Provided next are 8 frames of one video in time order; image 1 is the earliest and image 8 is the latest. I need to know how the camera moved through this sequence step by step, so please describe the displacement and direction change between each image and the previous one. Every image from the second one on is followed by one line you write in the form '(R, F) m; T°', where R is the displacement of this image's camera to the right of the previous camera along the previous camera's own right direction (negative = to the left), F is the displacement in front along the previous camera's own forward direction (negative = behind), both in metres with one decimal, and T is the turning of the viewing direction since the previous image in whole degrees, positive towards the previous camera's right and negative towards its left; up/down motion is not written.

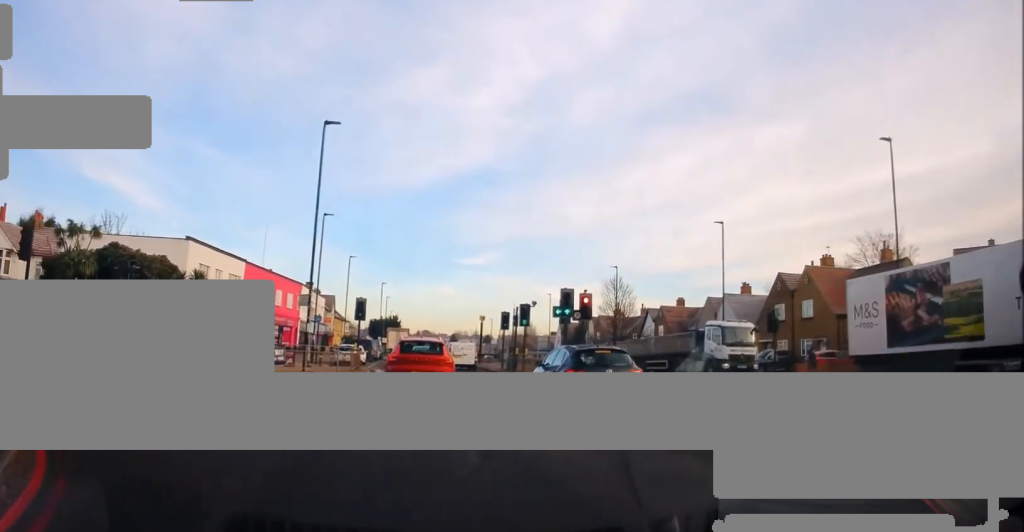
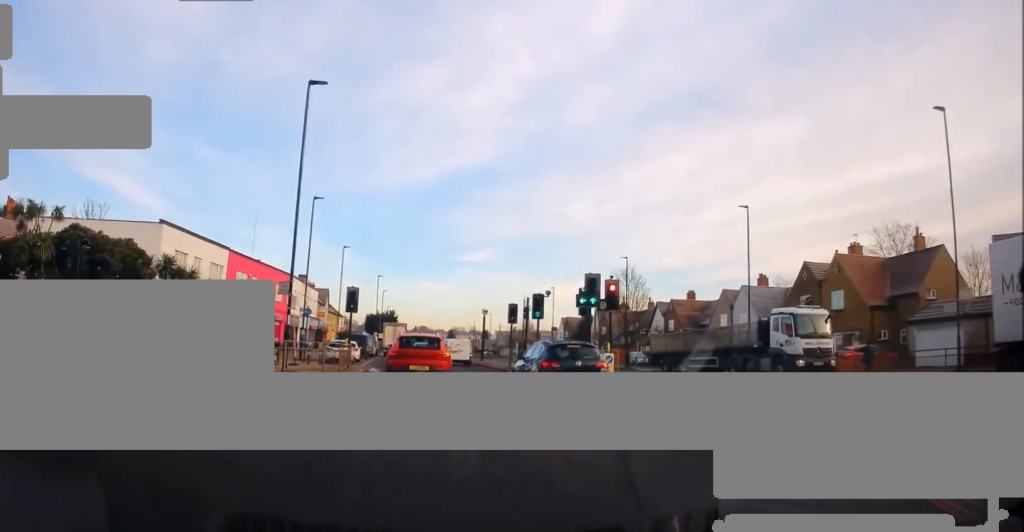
(+0.1, +4.2) m; +1°
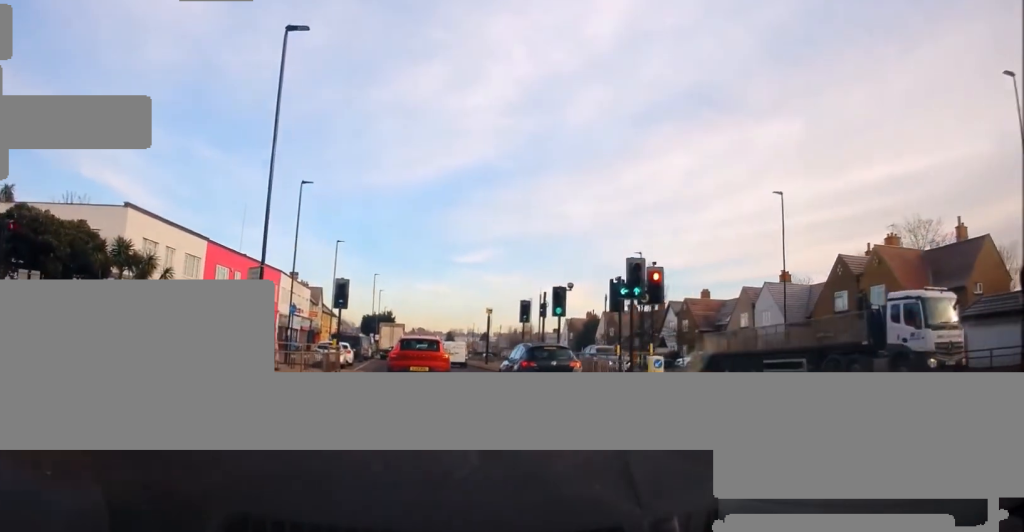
(-0.1, +4.9) m; 0°
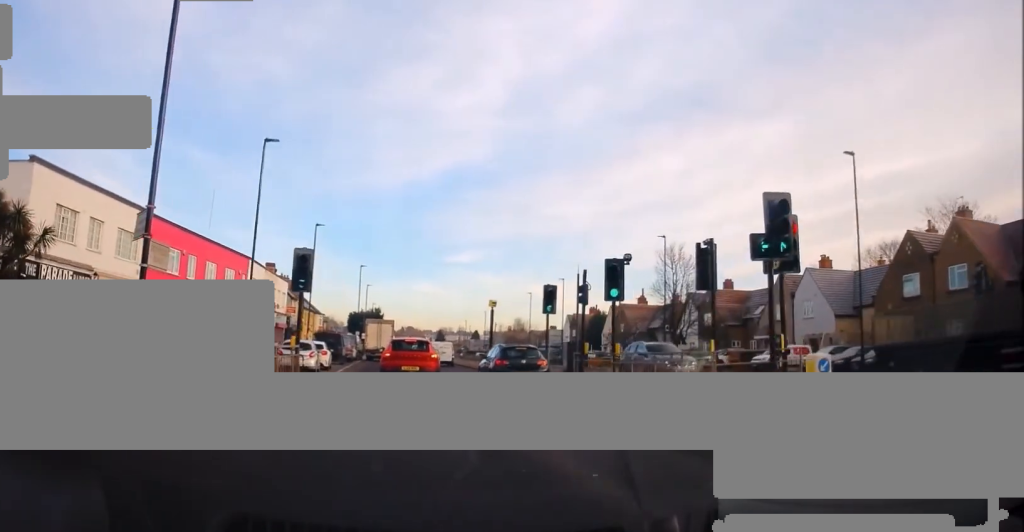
(0.0, +8.1) m; +1°
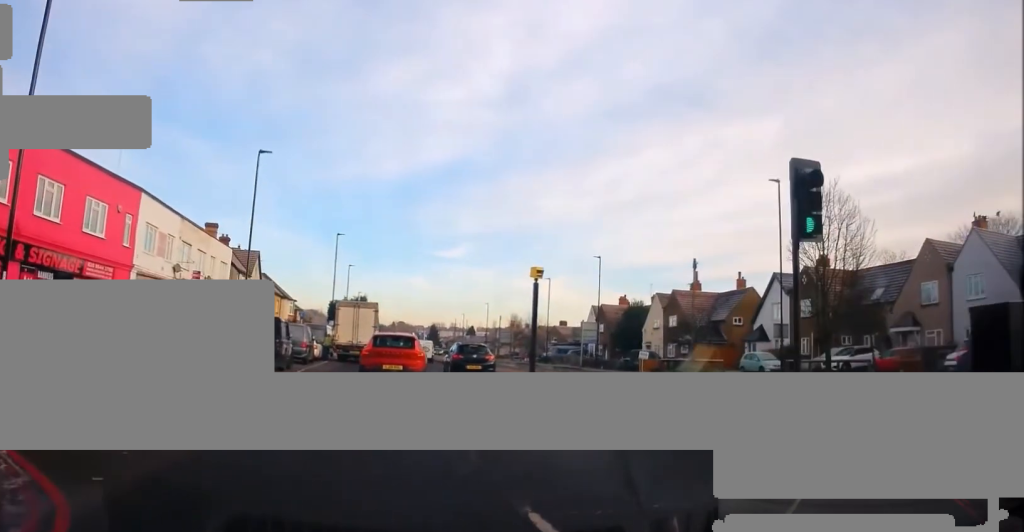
(0.0, +18.7) m; -2°
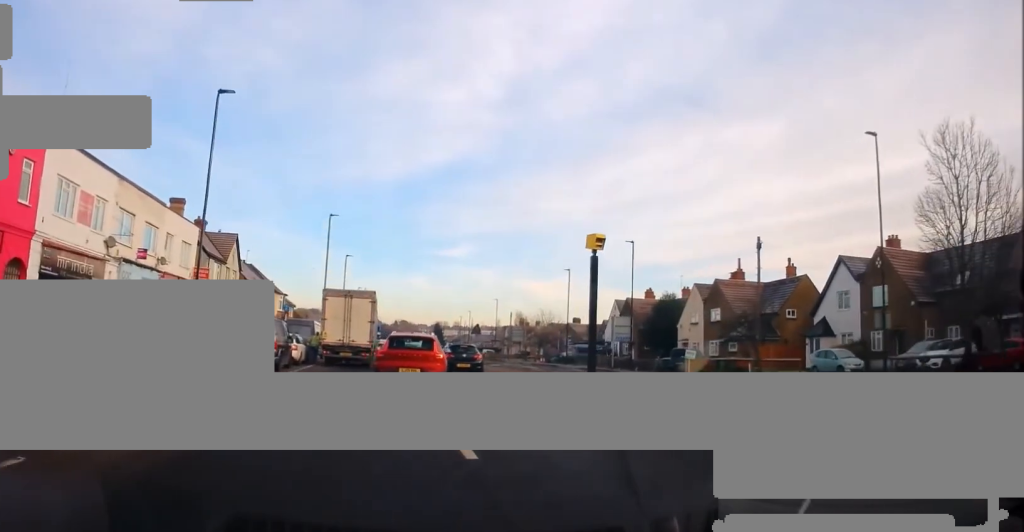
(0.0, +8.6) m; +1°
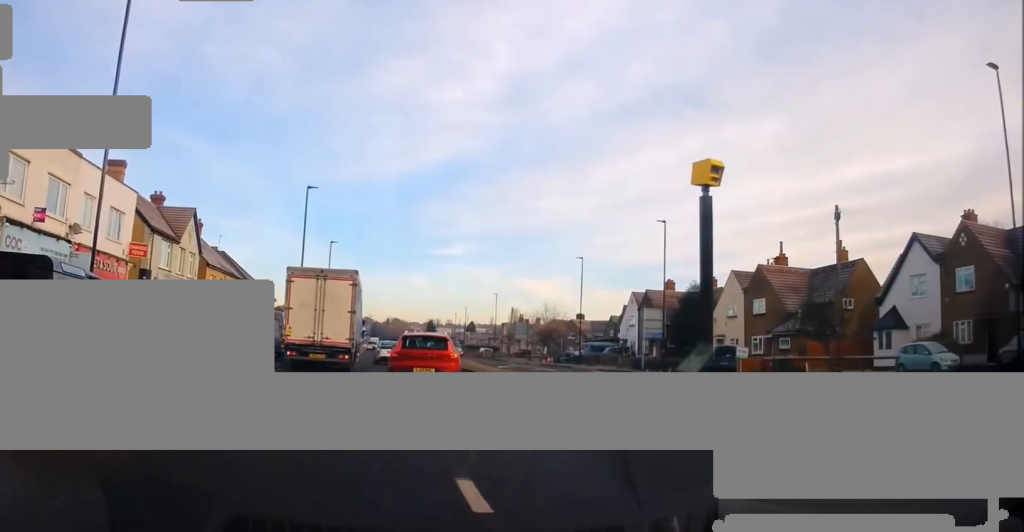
(+0.2, +9.0) m; +2°
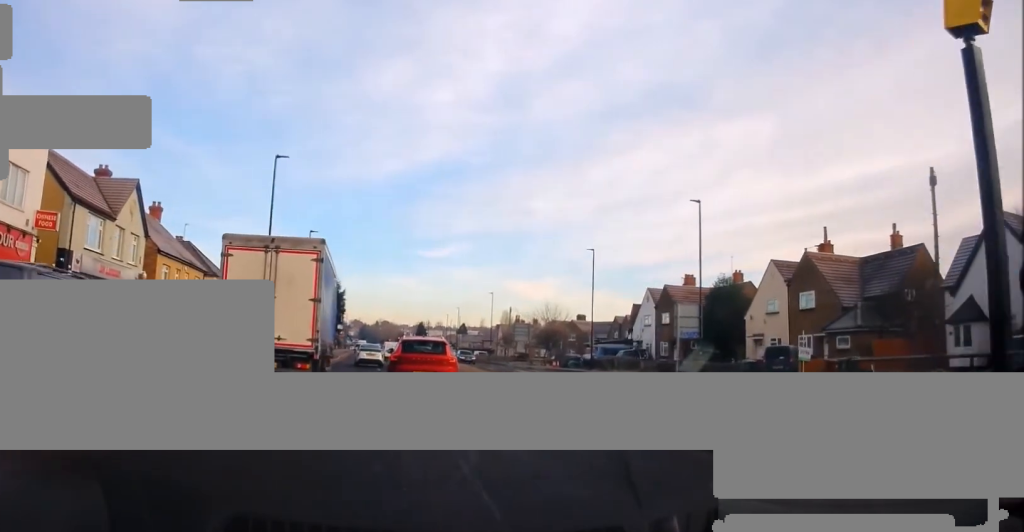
(+0.1, +7.5) m; 0°
